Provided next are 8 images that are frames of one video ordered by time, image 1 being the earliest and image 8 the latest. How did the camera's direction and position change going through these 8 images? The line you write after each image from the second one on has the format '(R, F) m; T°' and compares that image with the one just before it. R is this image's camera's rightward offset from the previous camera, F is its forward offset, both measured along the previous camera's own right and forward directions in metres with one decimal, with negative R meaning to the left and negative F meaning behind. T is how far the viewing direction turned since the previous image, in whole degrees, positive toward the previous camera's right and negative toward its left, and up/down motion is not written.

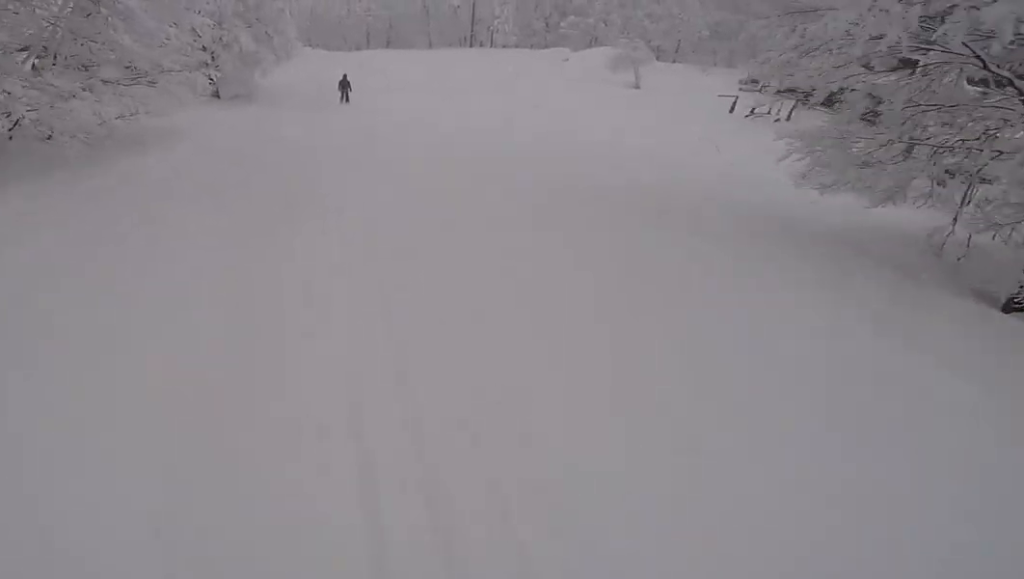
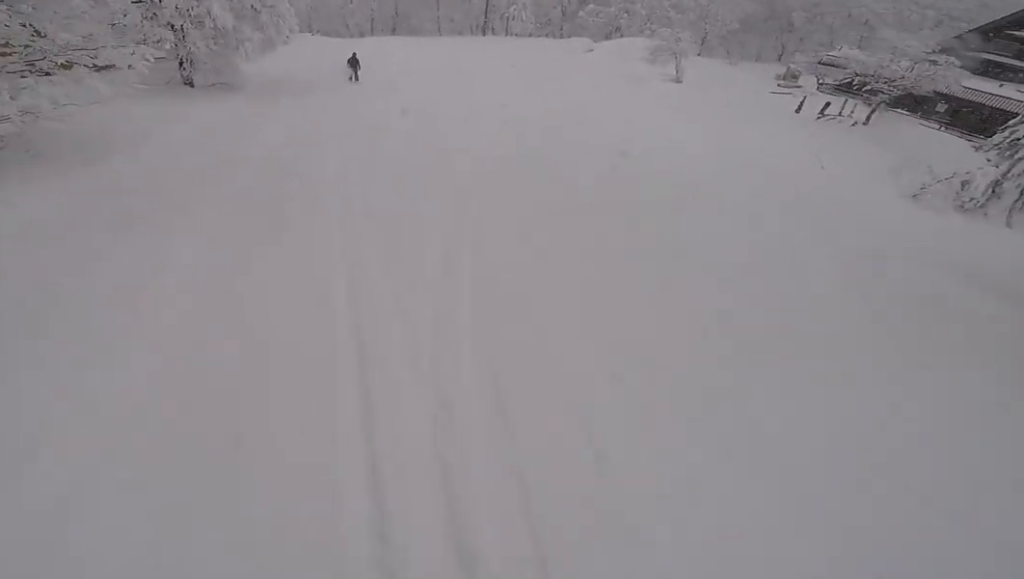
(+0.5, +5.0) m; -3°
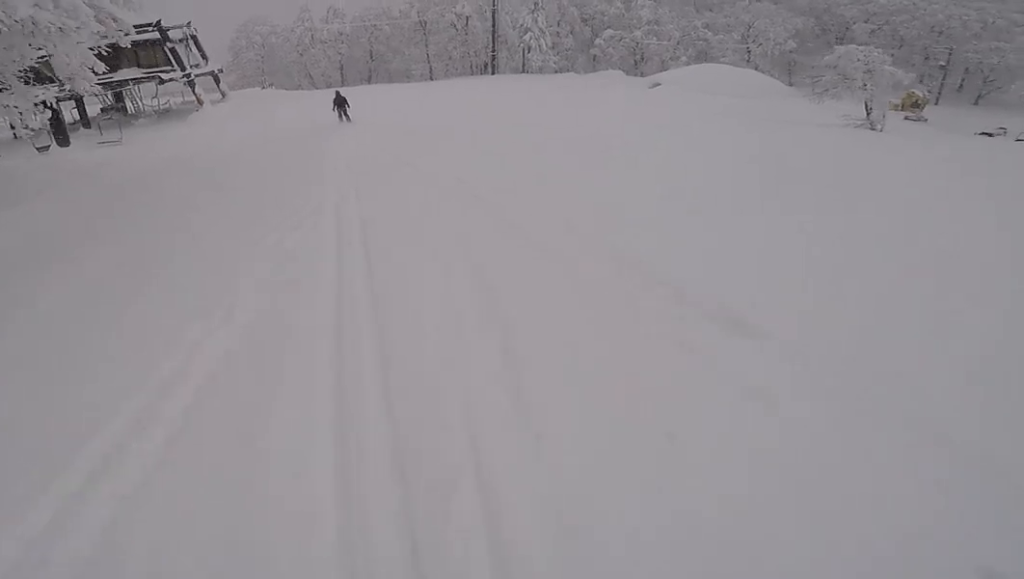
(-0.3, +17.7) m; +3°
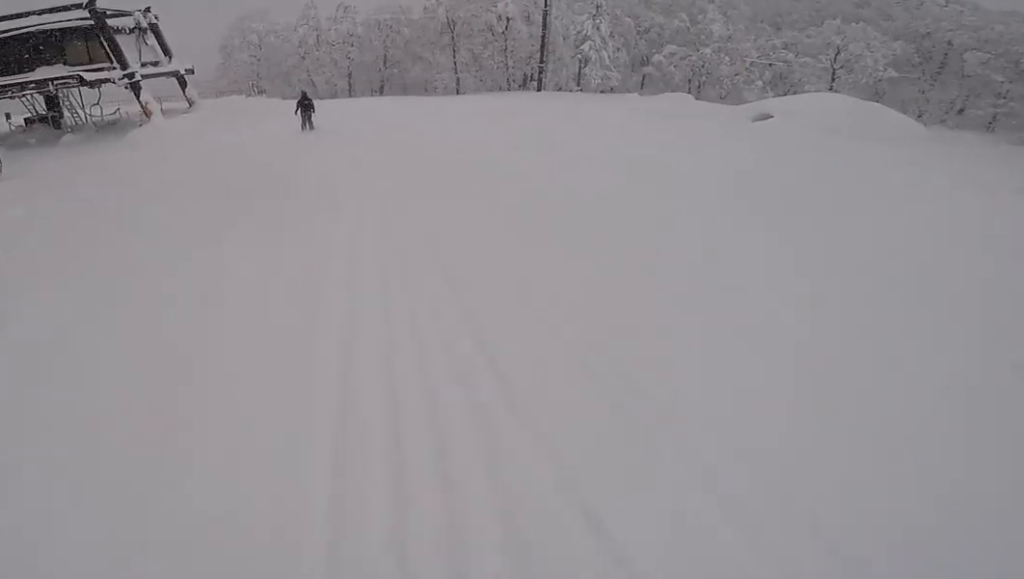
(-0.1, +9.7) m; -2°
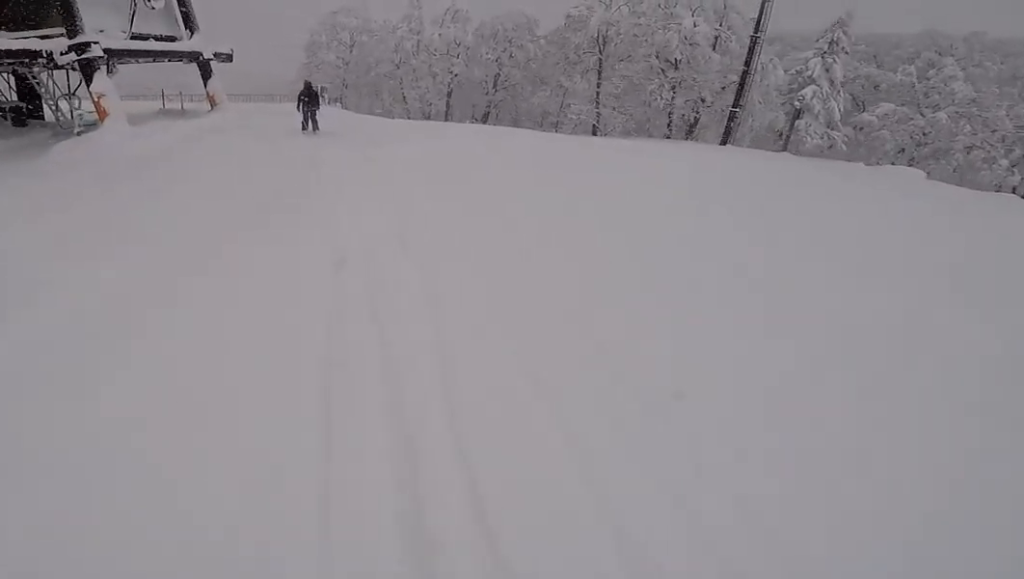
(-0.3, +10.8) m; -6°
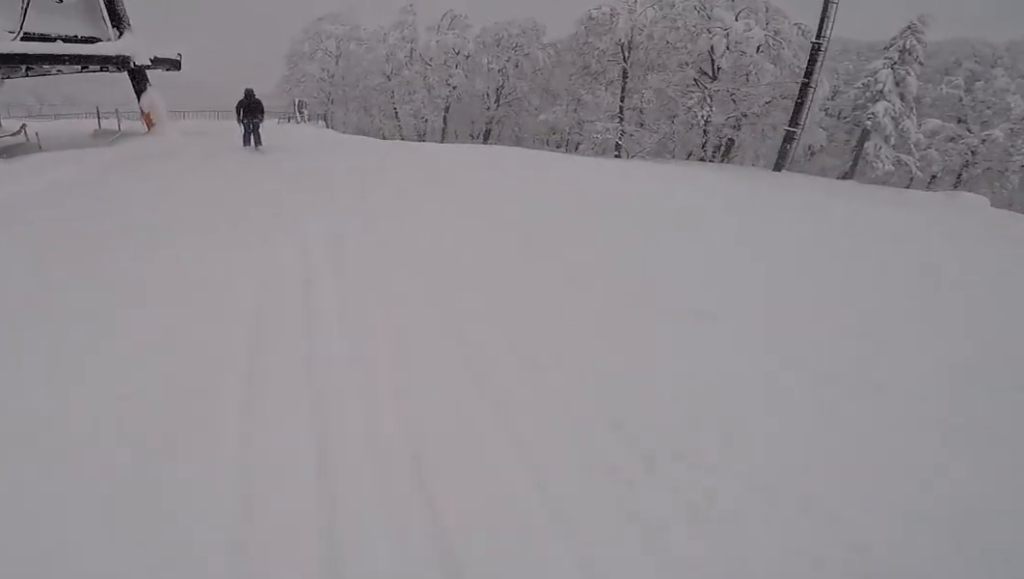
(-0.2, +4.5) m; -4°
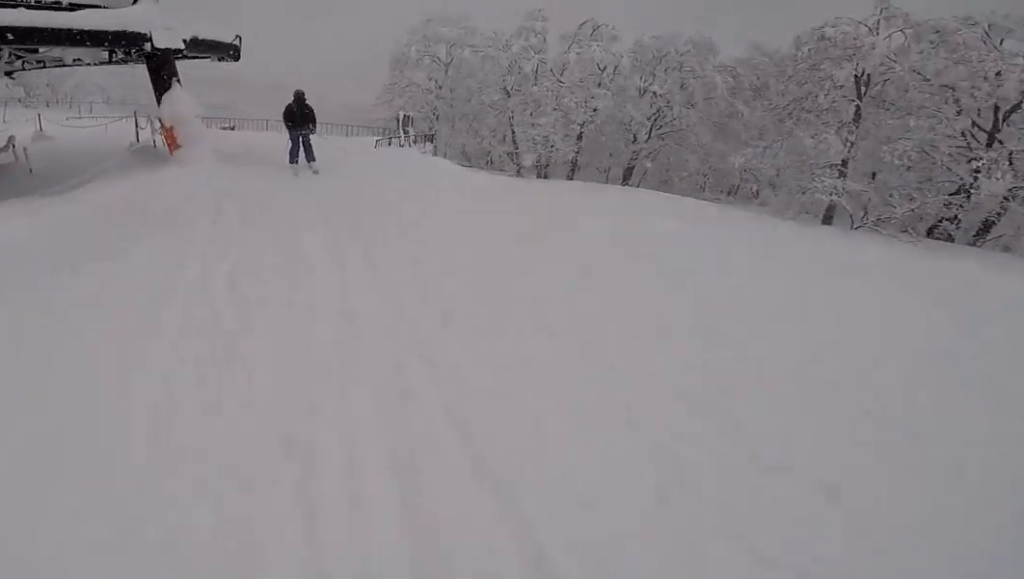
(-0.4, +6.2) m; -7°
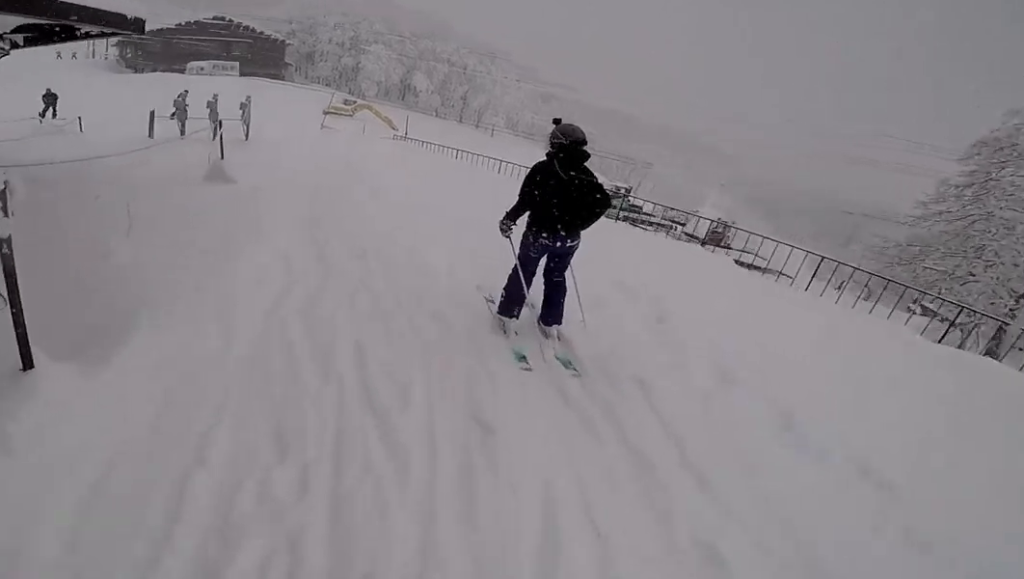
(-1.8, +13.0) m; -34°
